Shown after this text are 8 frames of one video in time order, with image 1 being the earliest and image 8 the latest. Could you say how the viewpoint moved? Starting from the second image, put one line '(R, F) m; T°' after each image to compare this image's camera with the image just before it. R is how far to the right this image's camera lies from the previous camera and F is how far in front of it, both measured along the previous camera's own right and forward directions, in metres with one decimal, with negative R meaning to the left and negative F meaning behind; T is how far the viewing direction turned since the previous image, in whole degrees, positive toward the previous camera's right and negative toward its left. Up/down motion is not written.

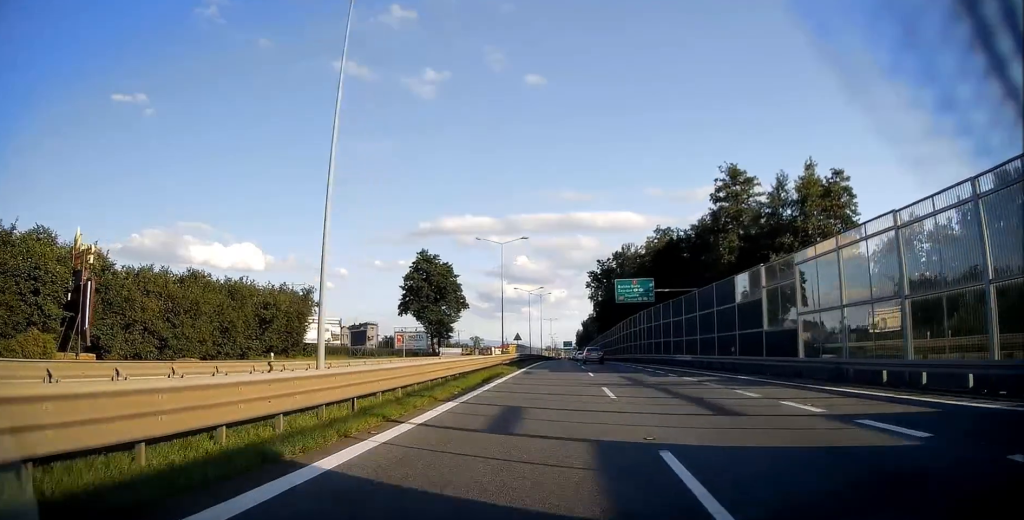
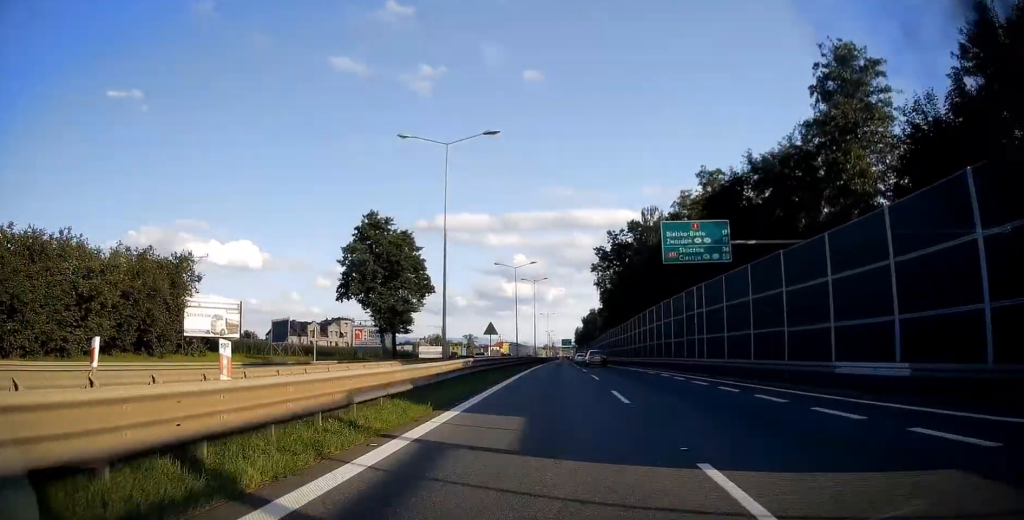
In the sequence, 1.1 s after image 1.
(0.0, +23.2) m; 0°
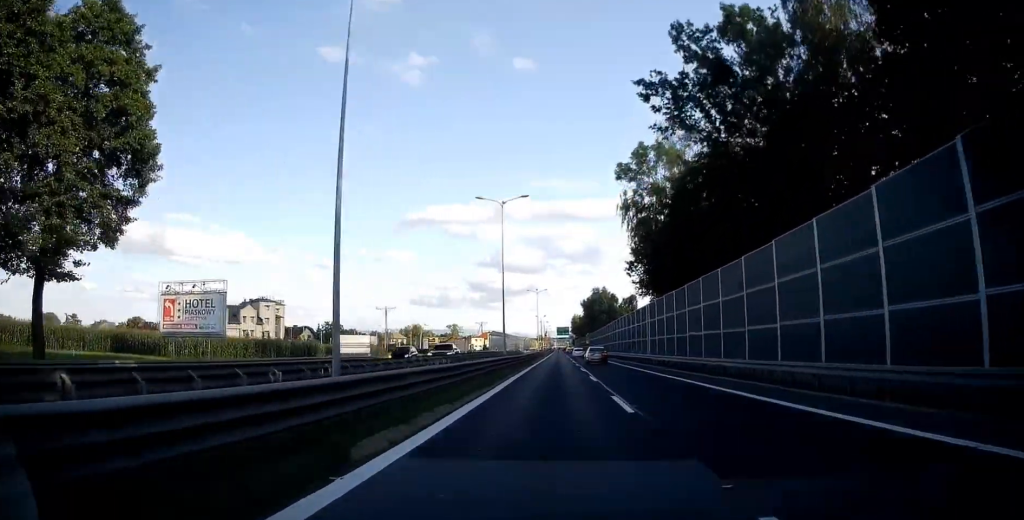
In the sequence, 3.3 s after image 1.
(+0.2, +40.1) m; 0°
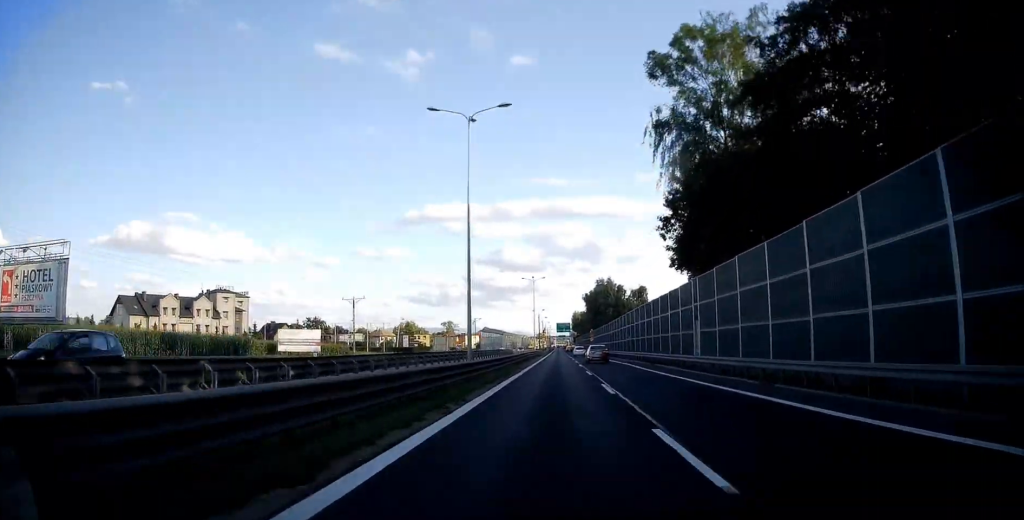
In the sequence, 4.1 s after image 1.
(0.0, +14.3) m; 0°
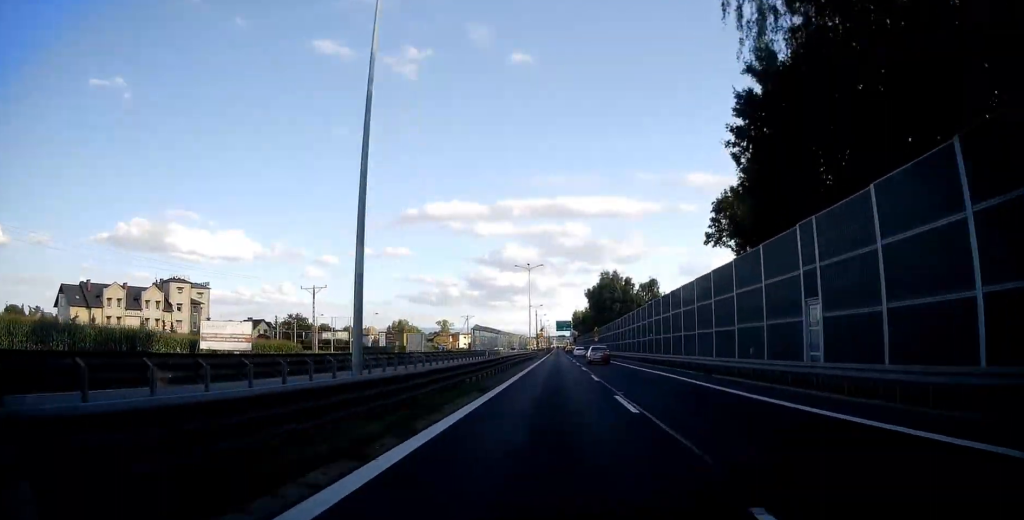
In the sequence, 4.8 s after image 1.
(0.0, +12.7) m; 0°
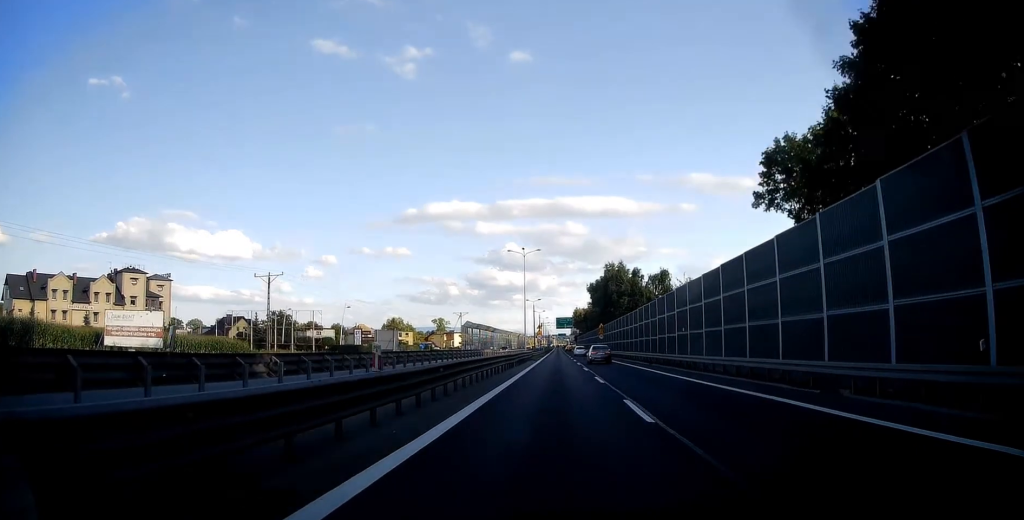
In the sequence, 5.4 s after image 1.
(0.0, +11.5) m; 0°
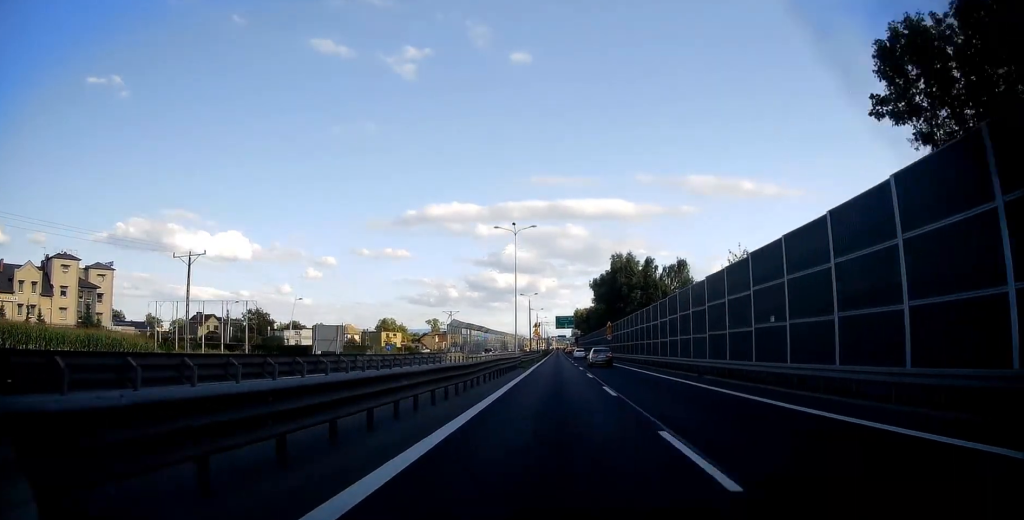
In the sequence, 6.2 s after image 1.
(0.0, +15.4) m; 0°
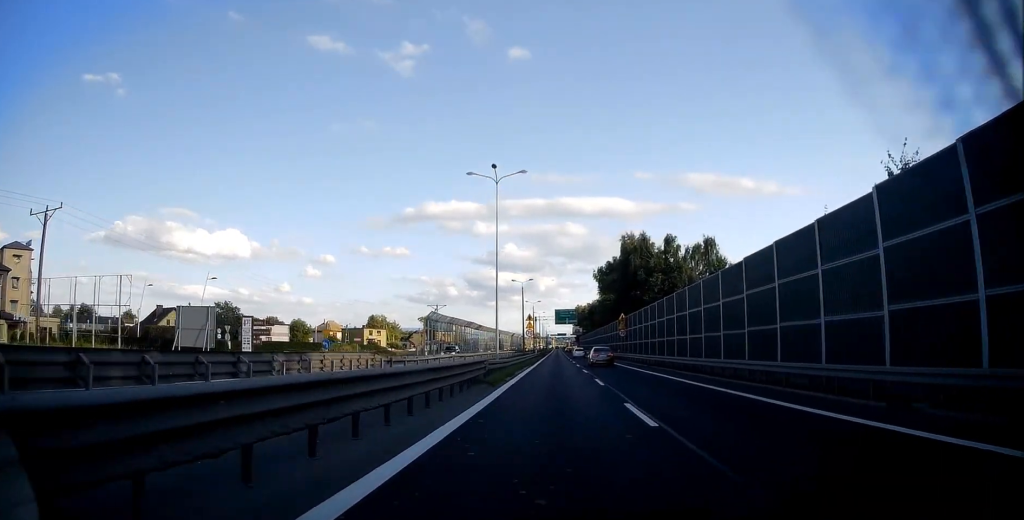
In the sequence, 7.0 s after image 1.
(0.0, +19.0) m; 0°
